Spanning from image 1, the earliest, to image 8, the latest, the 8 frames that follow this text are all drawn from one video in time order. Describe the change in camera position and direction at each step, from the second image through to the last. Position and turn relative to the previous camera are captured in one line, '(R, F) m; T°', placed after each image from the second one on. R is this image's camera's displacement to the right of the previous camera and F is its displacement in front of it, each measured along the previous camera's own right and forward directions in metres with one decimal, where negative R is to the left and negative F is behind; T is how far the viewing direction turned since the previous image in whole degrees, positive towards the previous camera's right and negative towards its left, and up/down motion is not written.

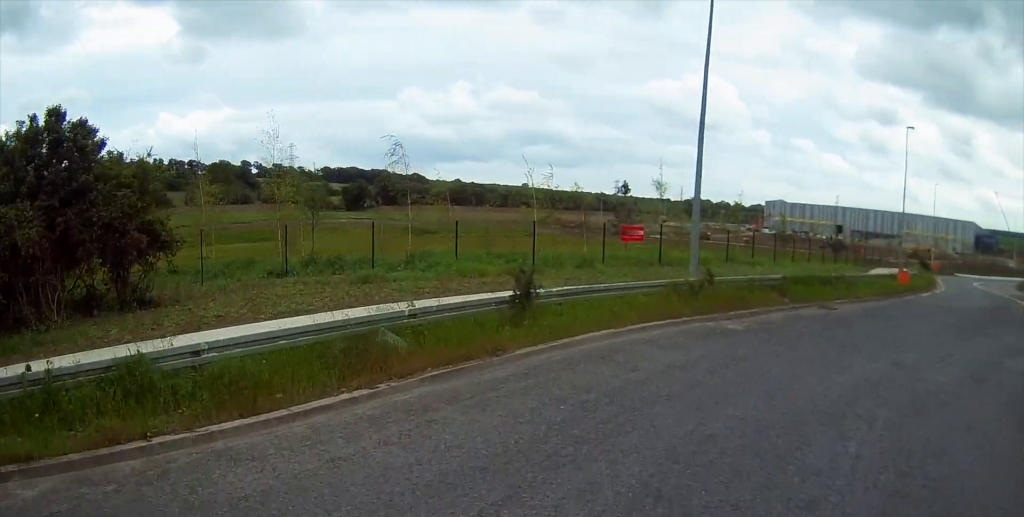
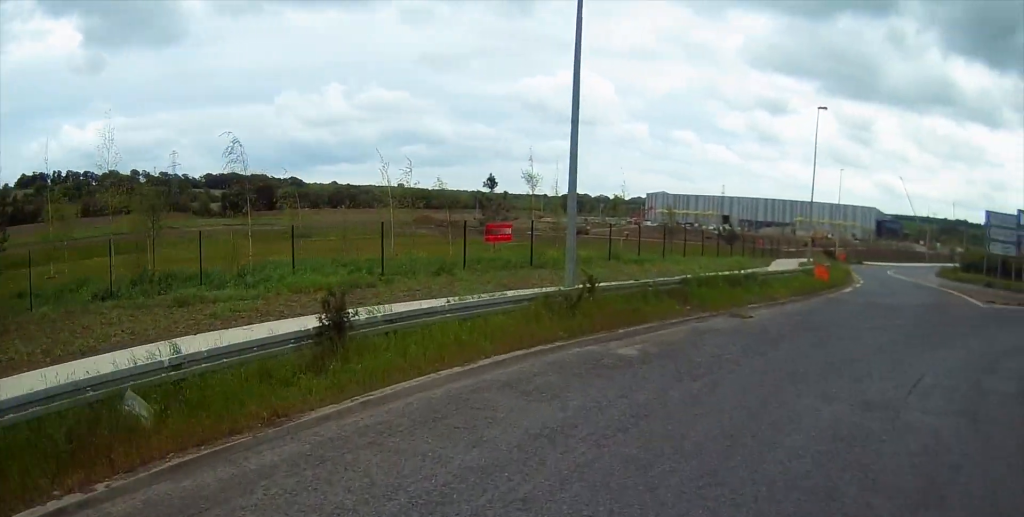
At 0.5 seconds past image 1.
(+0.6, +3.4) m; +10°
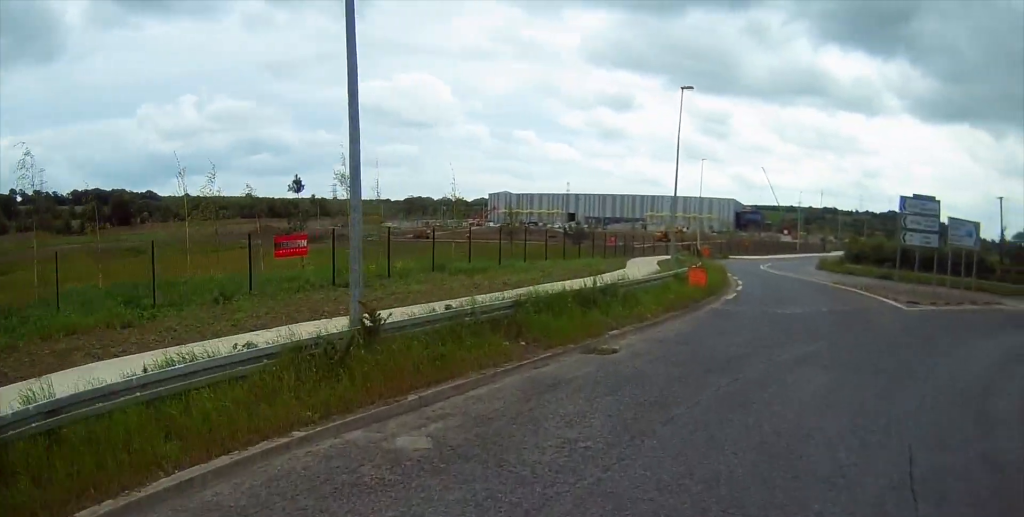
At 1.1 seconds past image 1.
(+0.4, +4.5) m; +12°
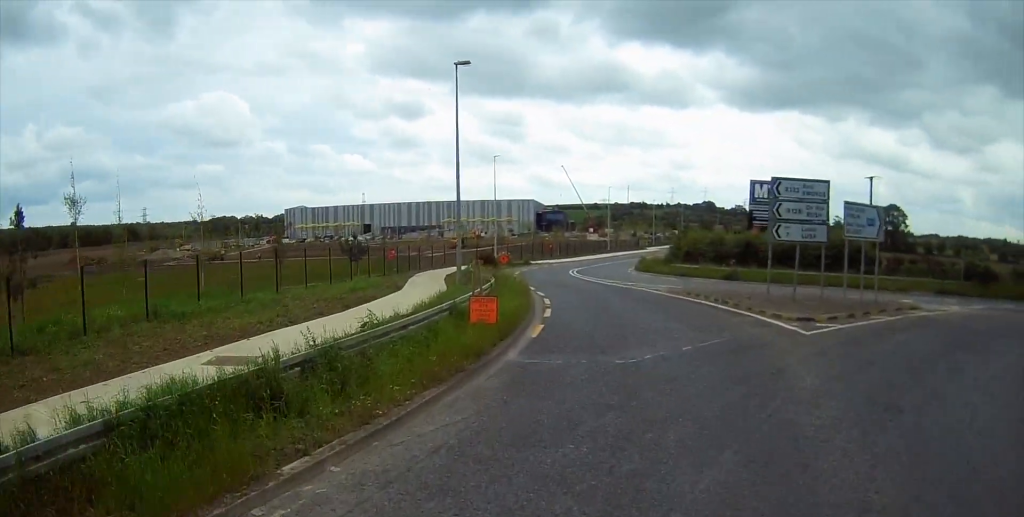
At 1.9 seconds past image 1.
(+0.9, +6.3) m; +16°
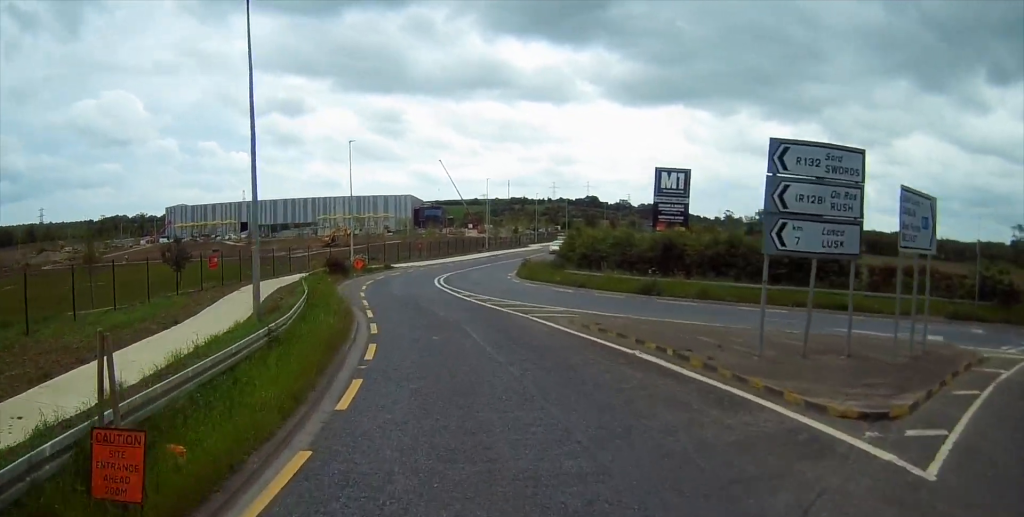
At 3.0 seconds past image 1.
(+1.6, +8.4) m; +15°
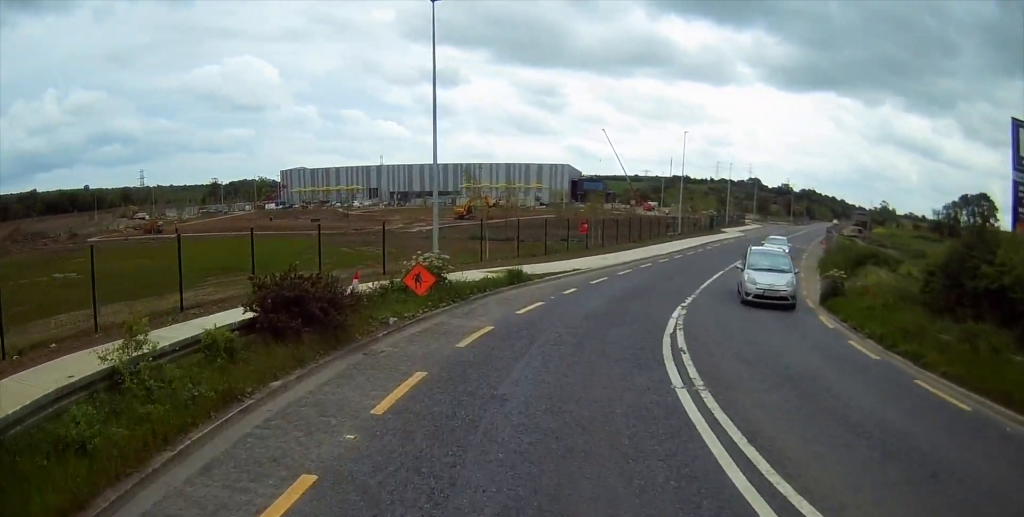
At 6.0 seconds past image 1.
(-0.2, +27.2) m; -7°
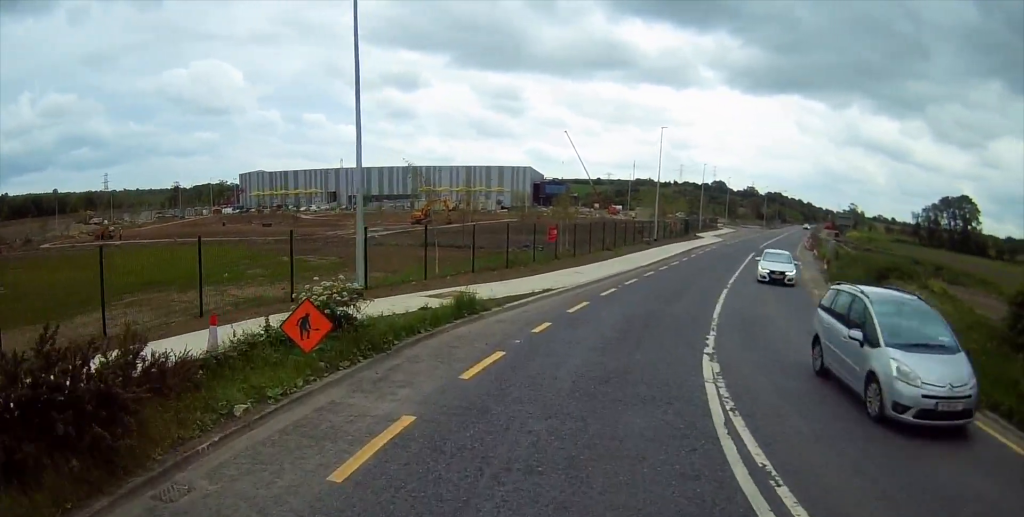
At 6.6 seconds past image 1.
(-0.1, +5.8) m; 0°
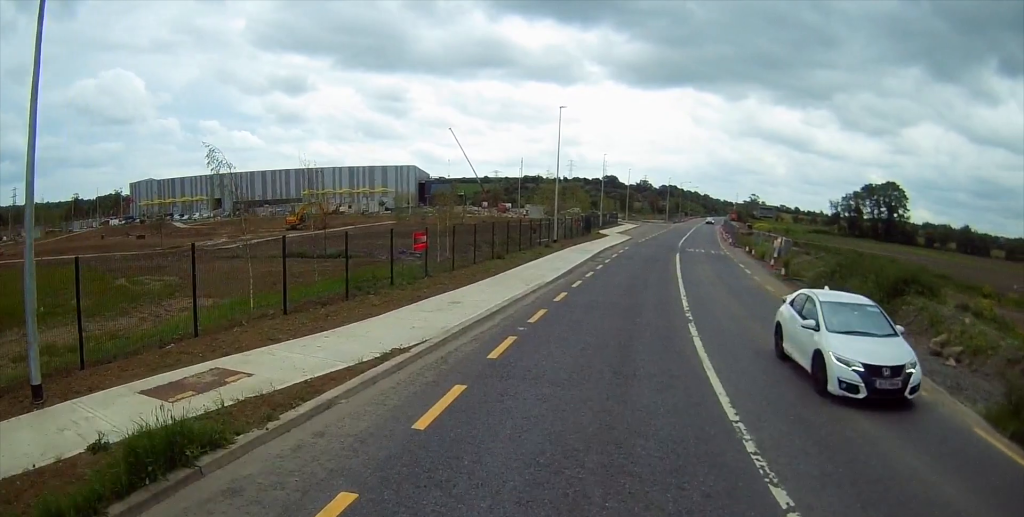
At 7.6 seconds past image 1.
(+0.1, +9.1) m; +5°
